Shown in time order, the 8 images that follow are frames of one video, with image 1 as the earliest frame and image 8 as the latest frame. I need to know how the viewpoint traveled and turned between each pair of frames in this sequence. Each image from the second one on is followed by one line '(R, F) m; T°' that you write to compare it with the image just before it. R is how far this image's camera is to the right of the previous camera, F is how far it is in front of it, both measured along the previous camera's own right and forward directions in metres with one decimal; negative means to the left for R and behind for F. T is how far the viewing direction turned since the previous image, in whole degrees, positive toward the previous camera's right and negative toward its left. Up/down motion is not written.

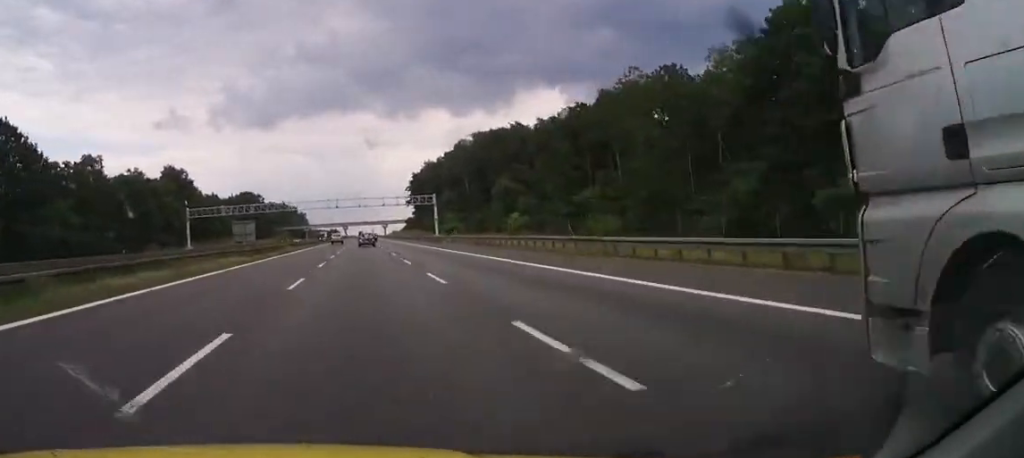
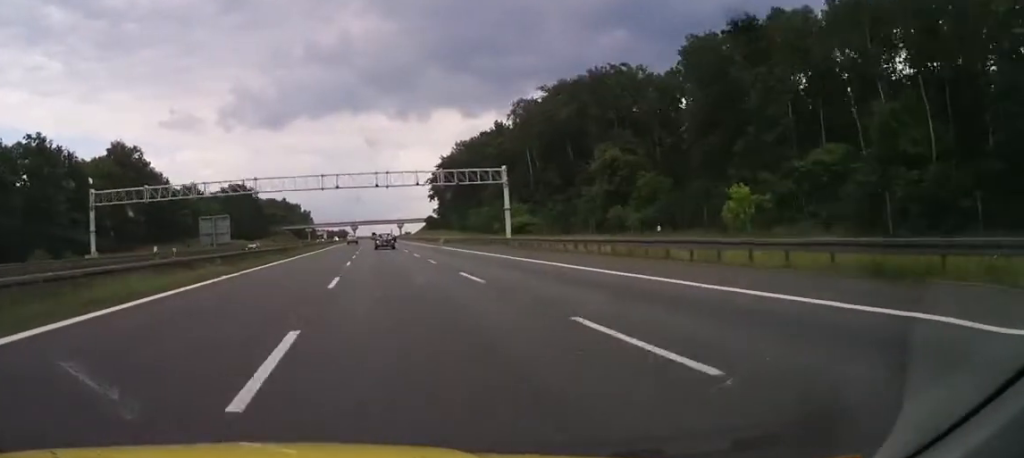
(+0.4, +49.3) m; -1°
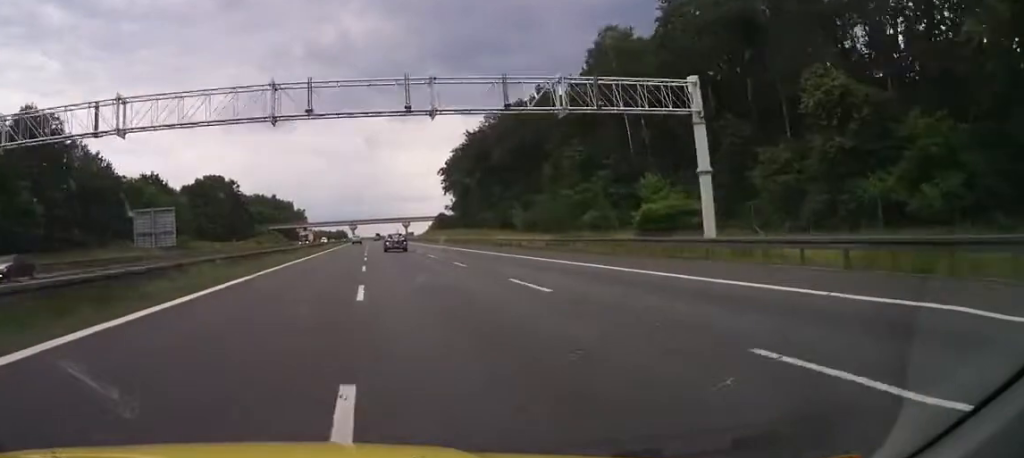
(-1.0, +39.8) m; -1°
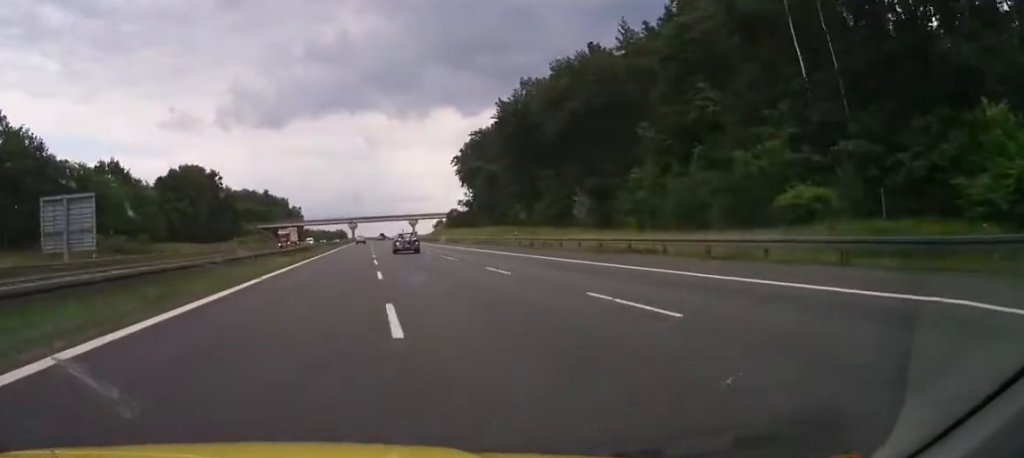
(+0.4, +29.1) m; +1°
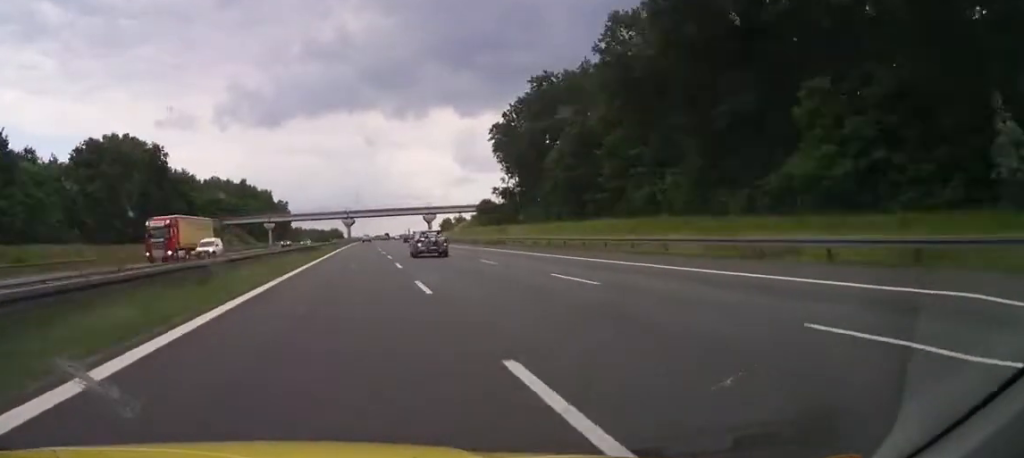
(-0.6, +53.7) m; -1°
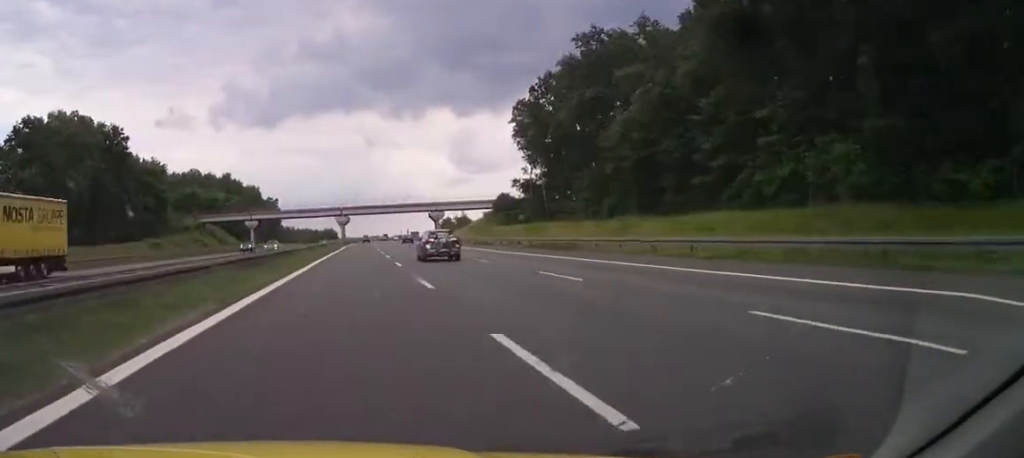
(-0.2, +22.2) m; 0°
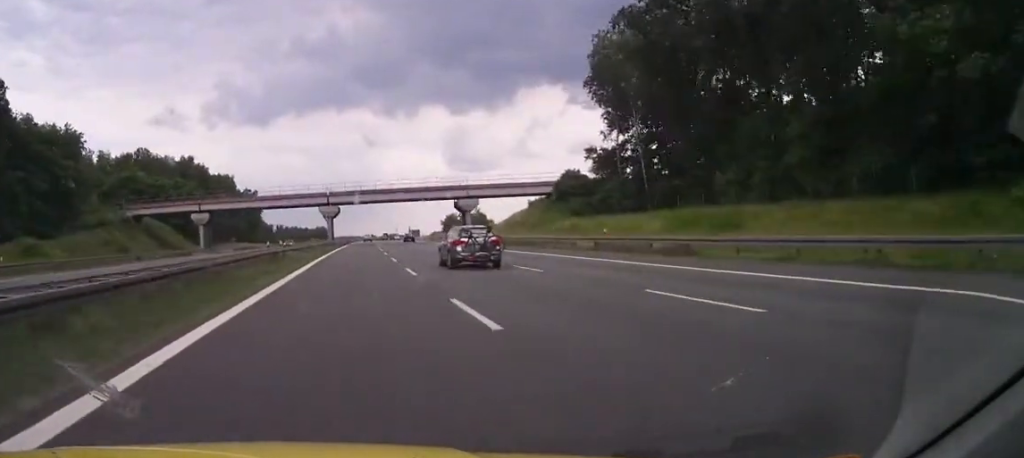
(+0.6, +43.4) m; +1°
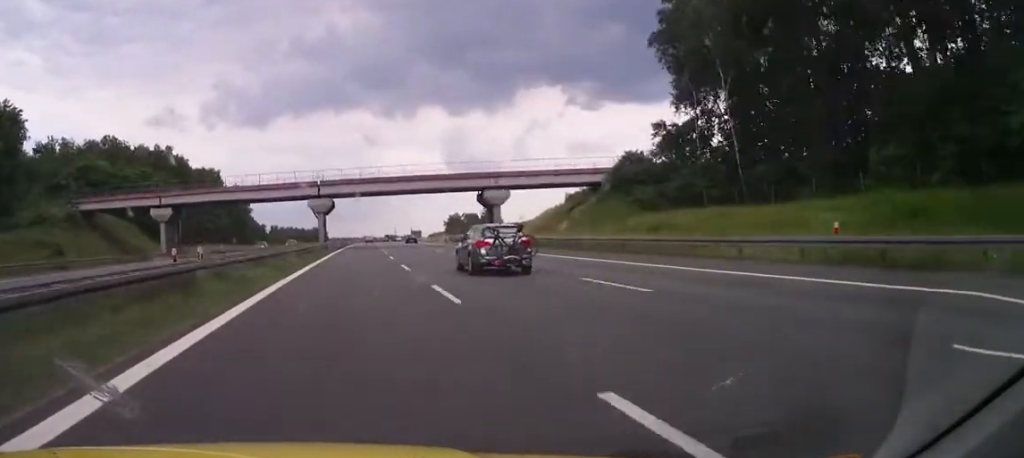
(0.0, +20.0) m; 0°
